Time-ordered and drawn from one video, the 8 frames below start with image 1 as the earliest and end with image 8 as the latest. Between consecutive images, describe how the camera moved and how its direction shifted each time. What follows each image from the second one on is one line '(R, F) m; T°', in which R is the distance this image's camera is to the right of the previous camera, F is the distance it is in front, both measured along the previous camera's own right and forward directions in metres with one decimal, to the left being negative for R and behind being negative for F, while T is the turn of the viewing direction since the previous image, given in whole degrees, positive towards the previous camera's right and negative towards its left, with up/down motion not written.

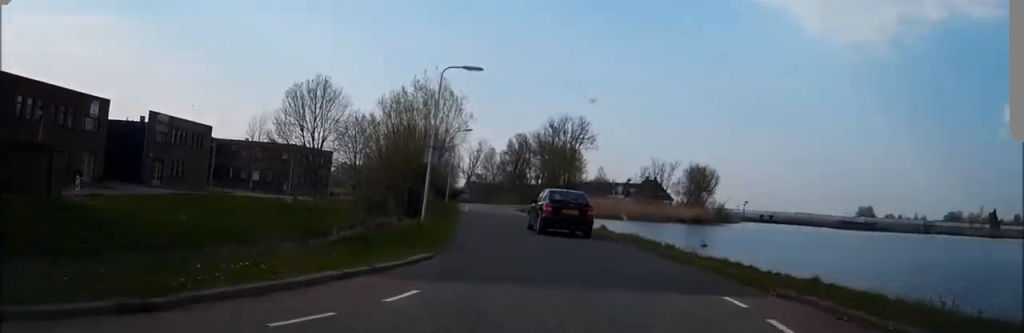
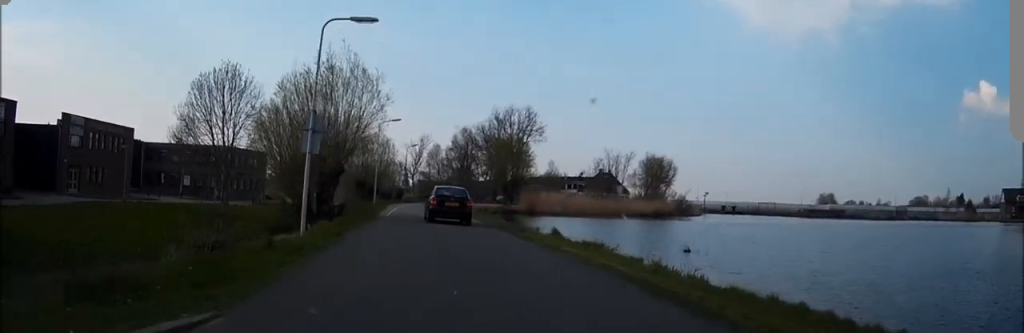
(0.0, +4.6) m; 0°
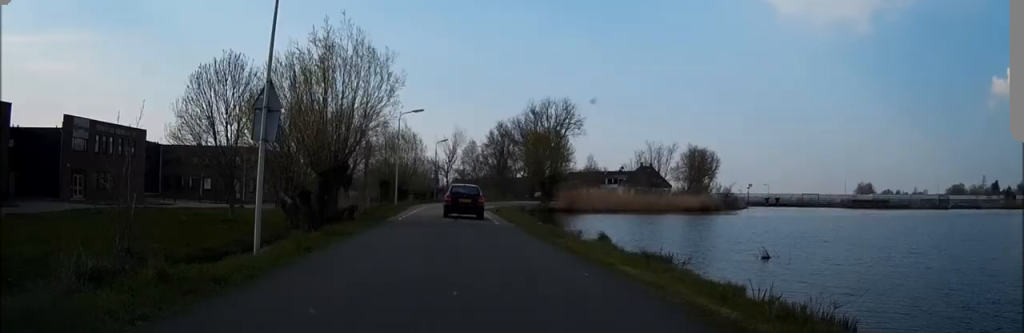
(0.0, +2.8) m; 0°
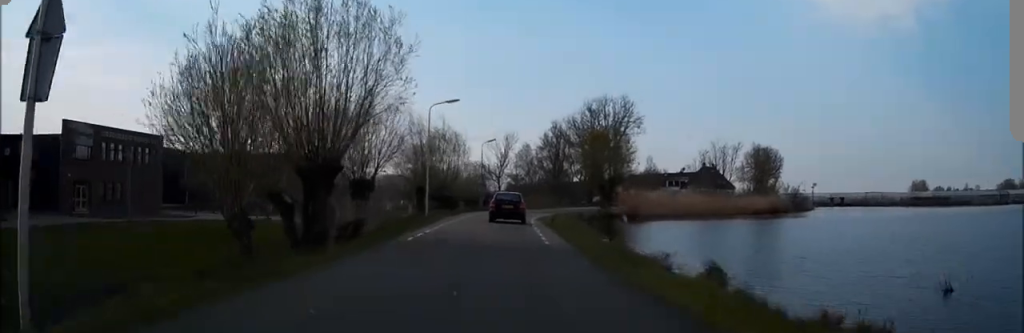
(0.0, +4.0) m; 0°
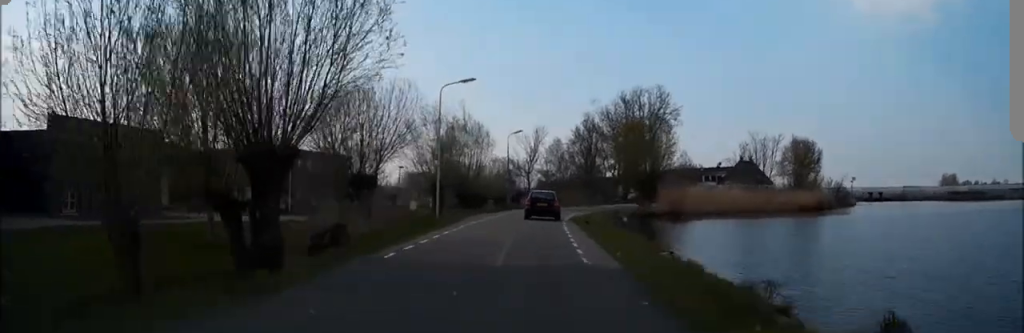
(0.0, +2.8) m; 0°
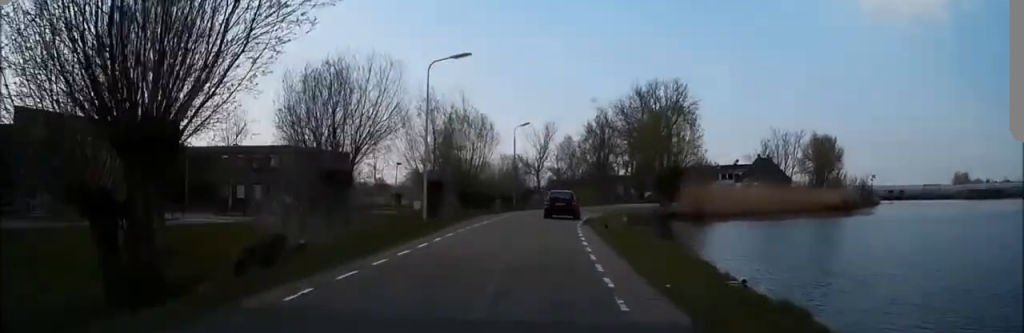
(0.0, +2.4) m; 0°
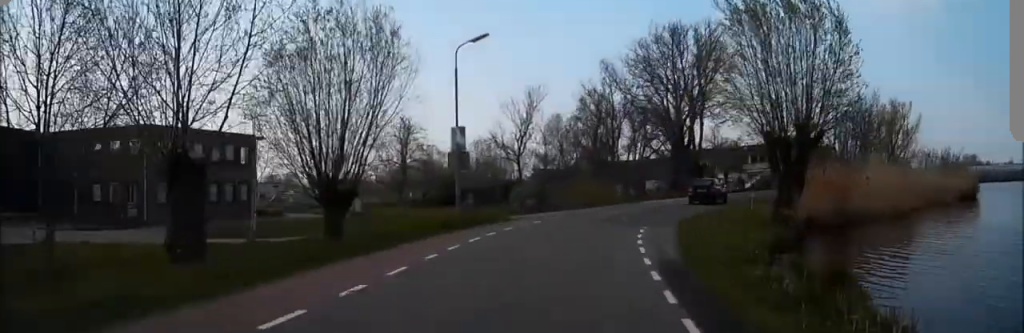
(0.0, +11.8) m; 0°
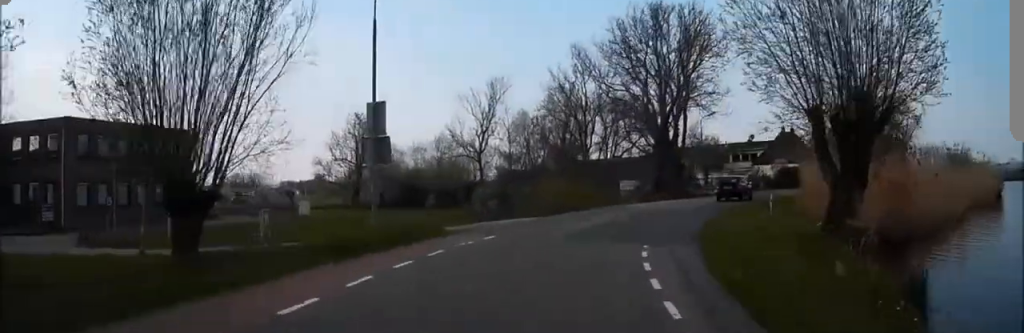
(0.0, +3.2) m; 0°
